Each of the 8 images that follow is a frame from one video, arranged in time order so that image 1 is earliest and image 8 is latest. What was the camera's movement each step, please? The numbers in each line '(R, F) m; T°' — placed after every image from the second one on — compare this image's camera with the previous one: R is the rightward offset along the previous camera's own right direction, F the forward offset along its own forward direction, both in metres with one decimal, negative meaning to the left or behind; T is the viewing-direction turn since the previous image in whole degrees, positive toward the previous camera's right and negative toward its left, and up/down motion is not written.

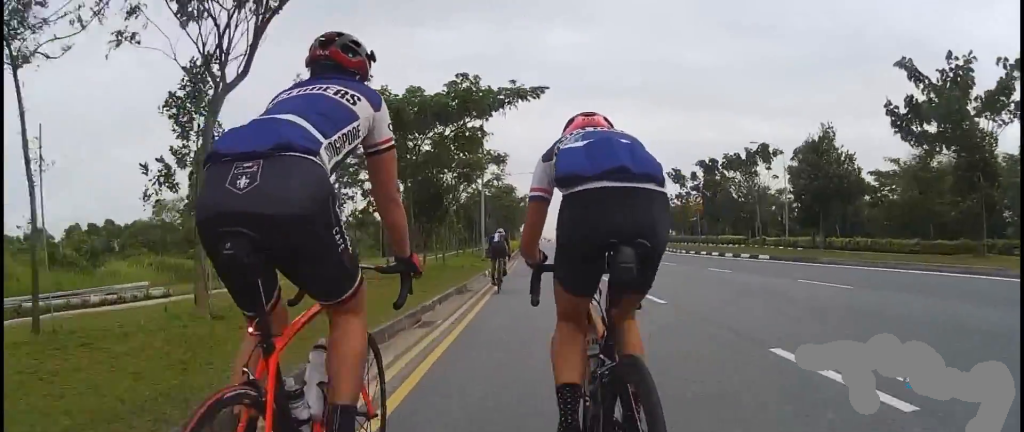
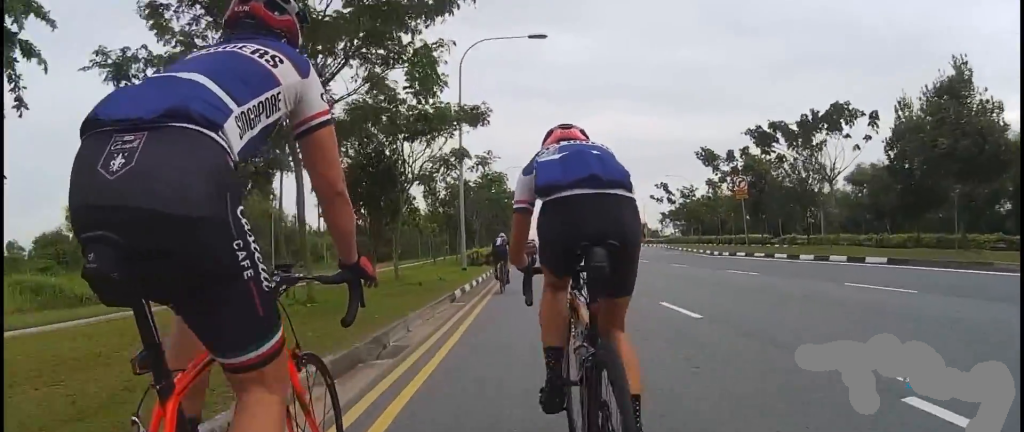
(0.0, +7.9) m; 0°
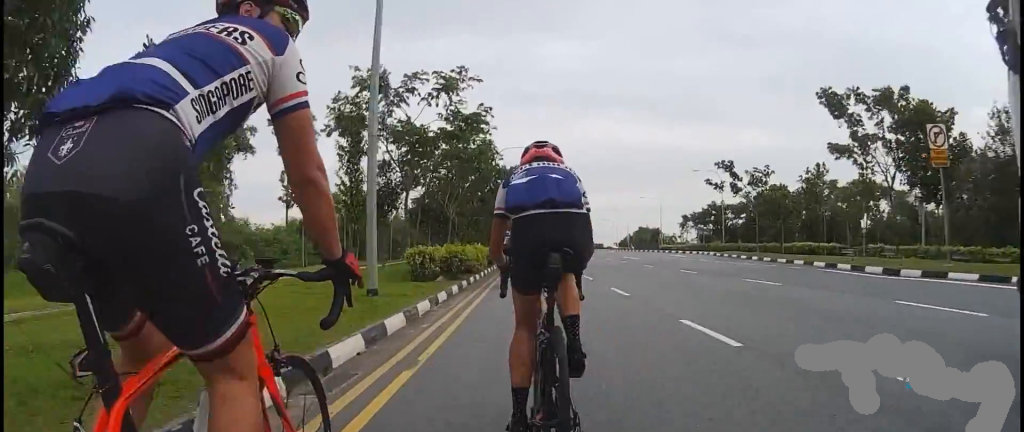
(0.0, +13.2) m; 0°
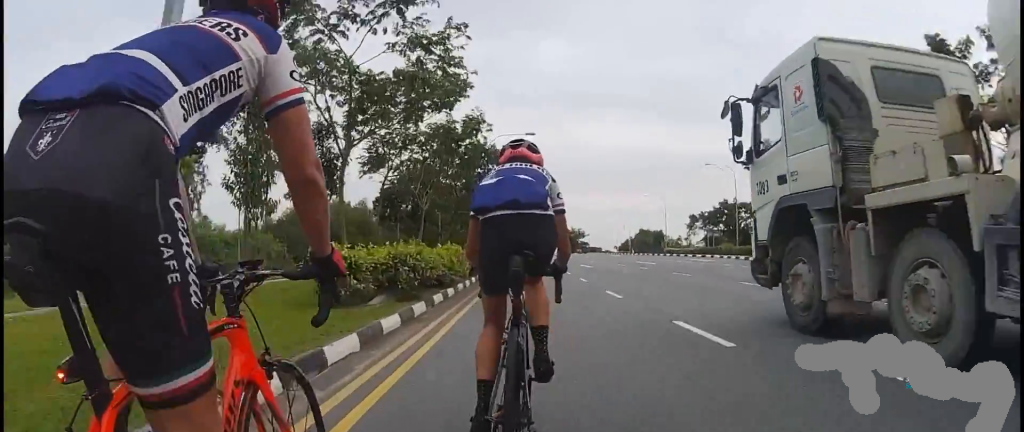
(0.0, +5.5) m; 0°
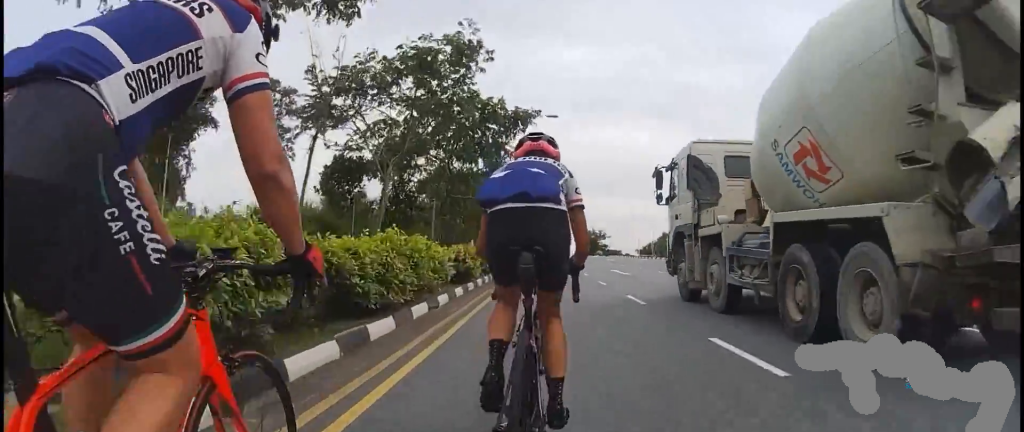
(0.0, +6.4) m; 0°
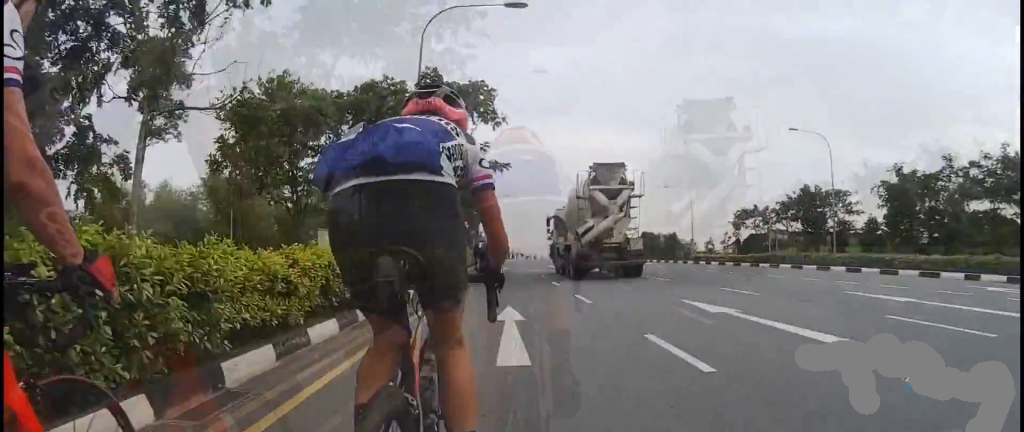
(0.0, +8.6) m; 0°
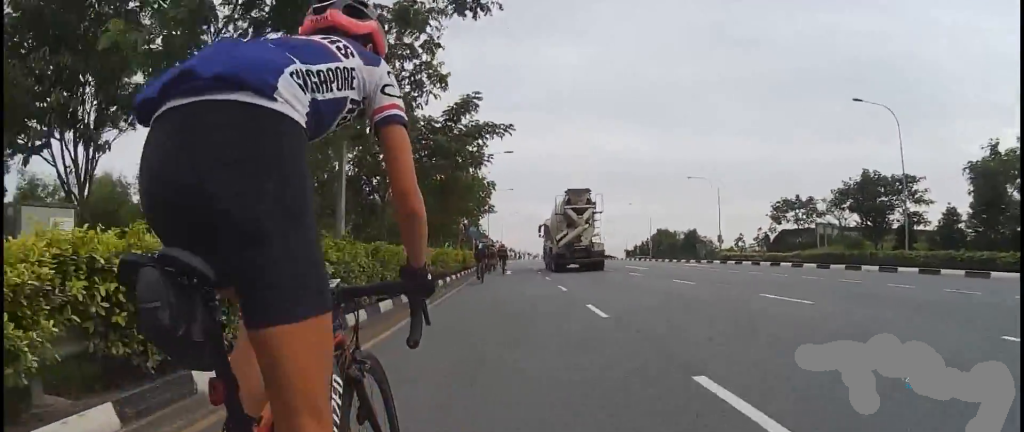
(0.0, +7.0) m; +2°
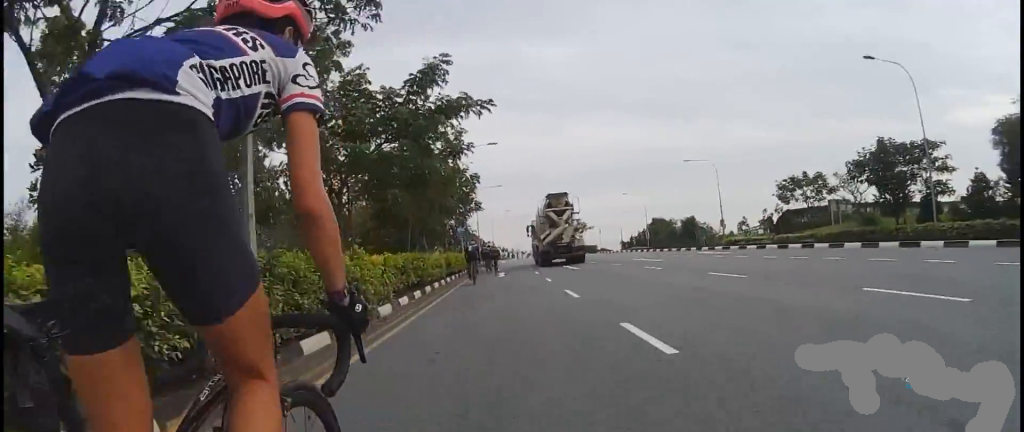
(0.0, +3.1) m; +2°
